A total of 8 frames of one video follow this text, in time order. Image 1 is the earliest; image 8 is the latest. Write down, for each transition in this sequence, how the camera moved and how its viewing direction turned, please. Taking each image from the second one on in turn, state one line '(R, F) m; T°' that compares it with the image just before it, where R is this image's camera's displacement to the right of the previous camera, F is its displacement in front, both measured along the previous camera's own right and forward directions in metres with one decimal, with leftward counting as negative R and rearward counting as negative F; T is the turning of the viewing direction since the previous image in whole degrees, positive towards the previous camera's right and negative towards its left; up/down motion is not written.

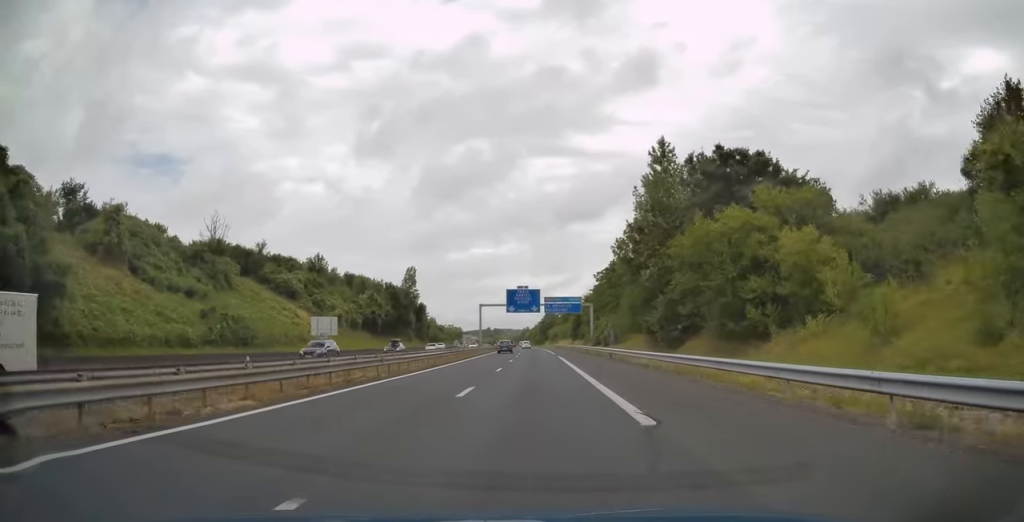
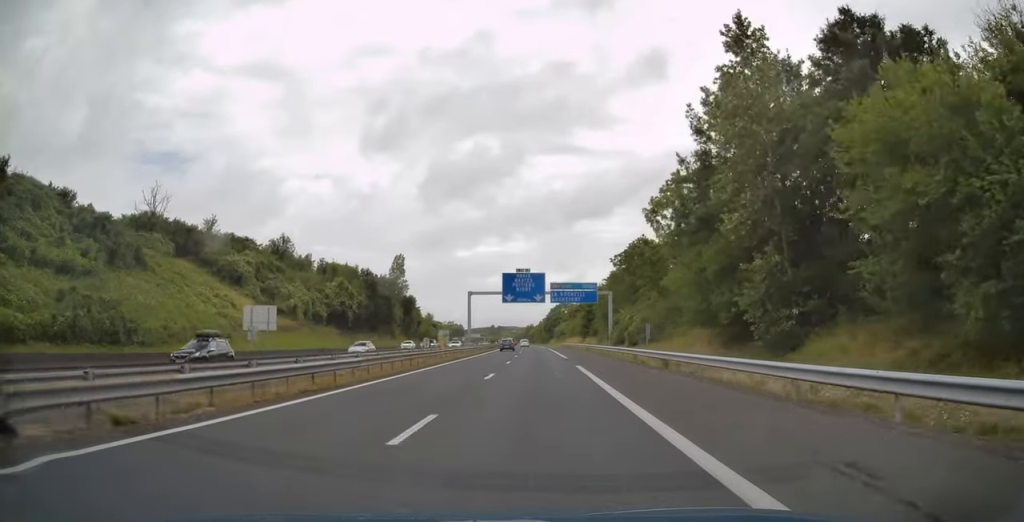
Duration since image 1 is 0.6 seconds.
(-0.1, +20.0) m; -1°
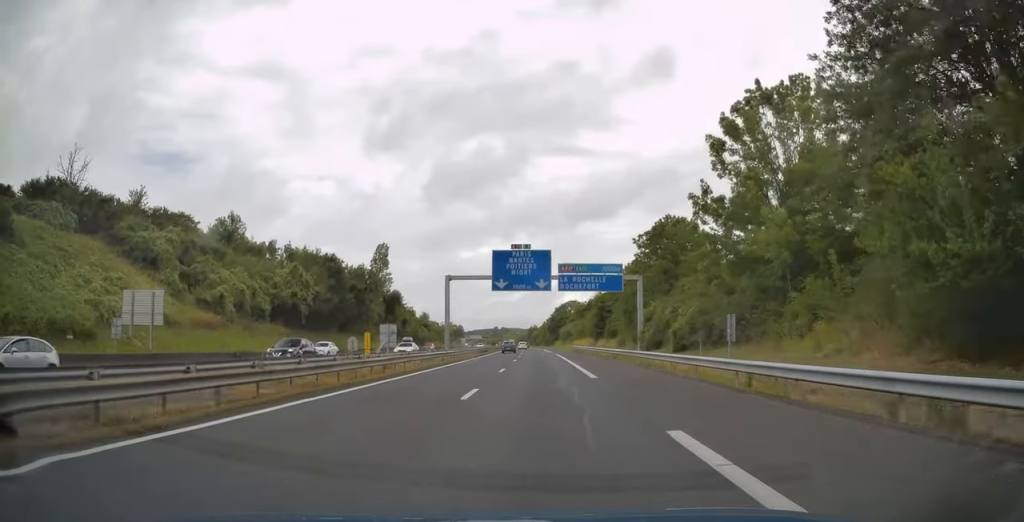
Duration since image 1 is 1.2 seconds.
(-0.1, +20.0) m; 0°
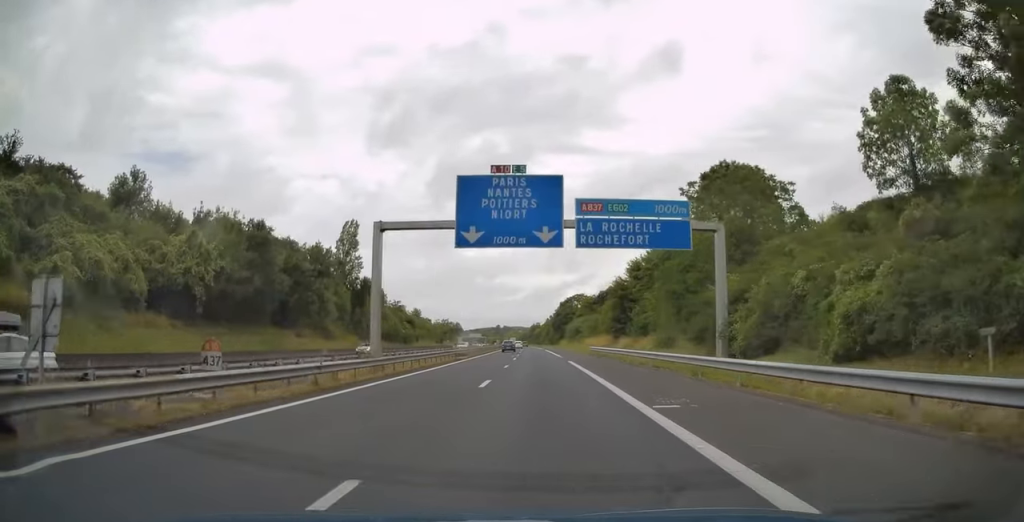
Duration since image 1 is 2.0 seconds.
(-0.1, +24.3) m; 0°
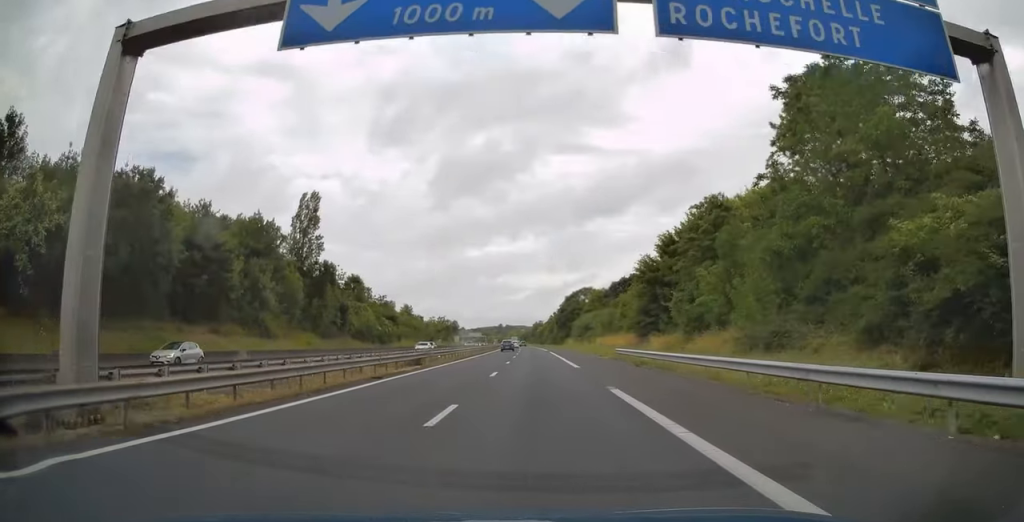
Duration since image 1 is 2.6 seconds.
(+0.1, +21.1) m; 0°
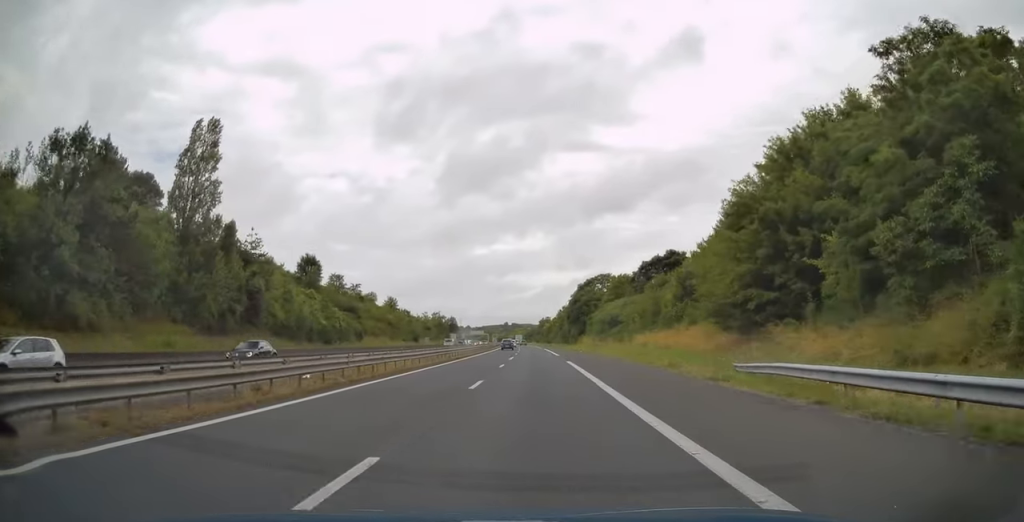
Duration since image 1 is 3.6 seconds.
(-0.3, +32.0) m; -1°
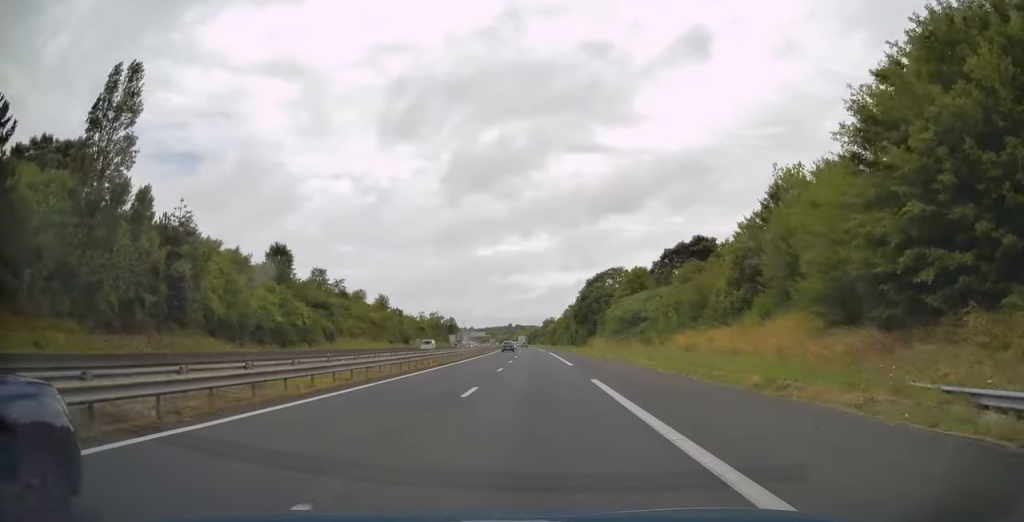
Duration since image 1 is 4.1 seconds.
(-0.1, +15.1) m; 0°
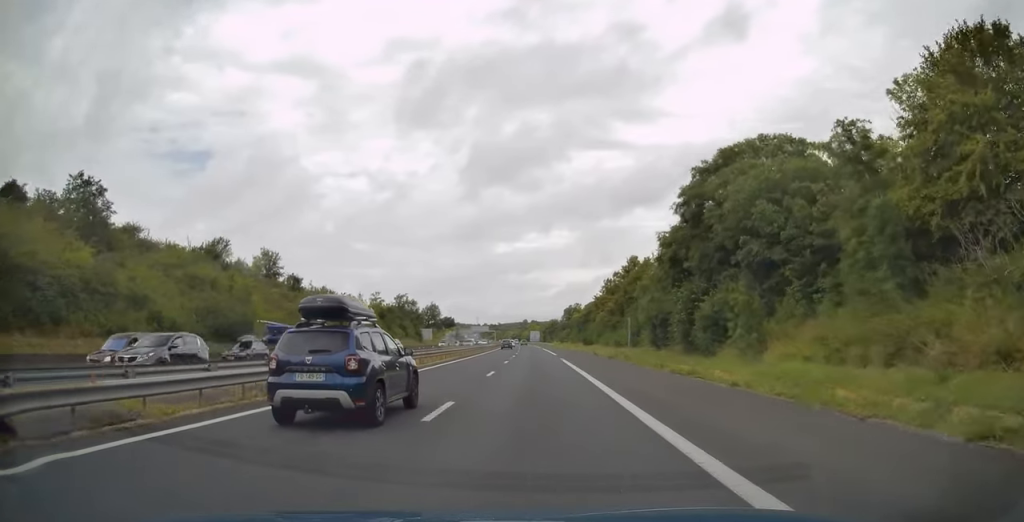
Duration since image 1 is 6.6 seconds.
(-1.2, +82.3) m; -1°
